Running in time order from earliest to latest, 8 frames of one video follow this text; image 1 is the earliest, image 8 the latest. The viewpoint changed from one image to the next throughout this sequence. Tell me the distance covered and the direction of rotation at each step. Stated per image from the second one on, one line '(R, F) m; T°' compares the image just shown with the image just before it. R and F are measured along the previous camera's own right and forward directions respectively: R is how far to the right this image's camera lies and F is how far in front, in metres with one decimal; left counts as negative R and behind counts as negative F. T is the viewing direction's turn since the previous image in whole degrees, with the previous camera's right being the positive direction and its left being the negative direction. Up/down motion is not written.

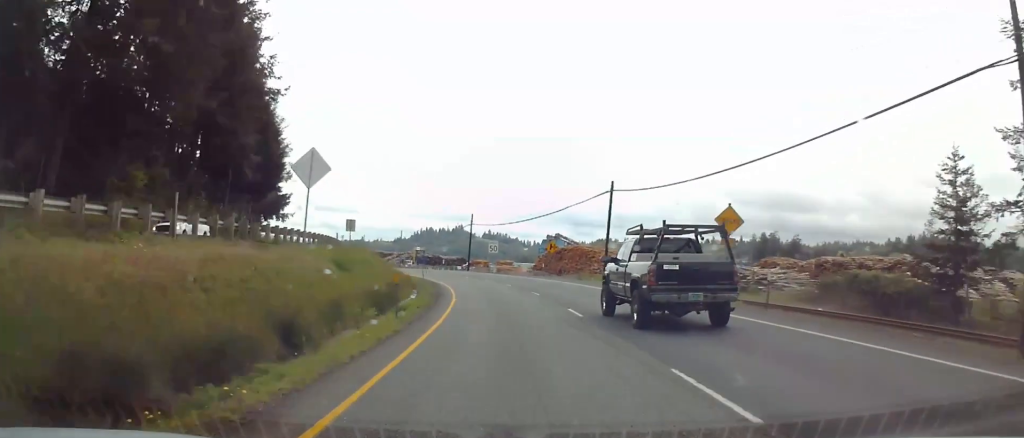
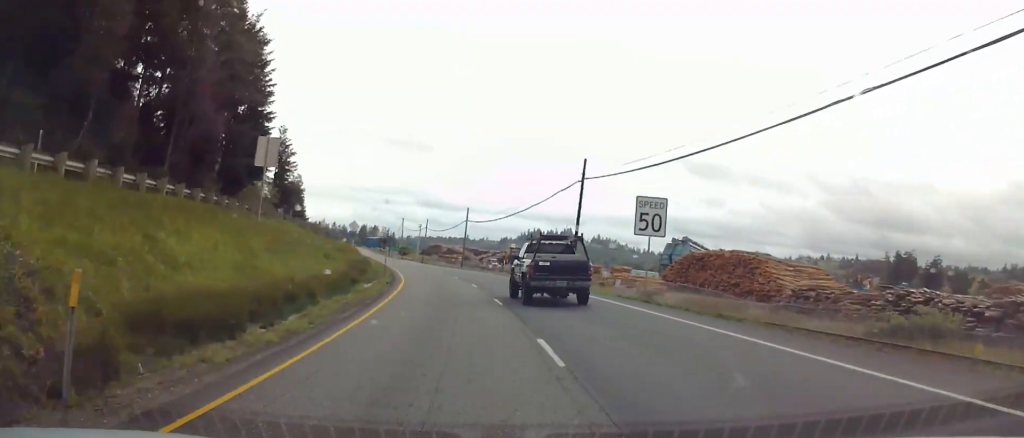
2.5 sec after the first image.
(-1.3, +57.2) m; -6°
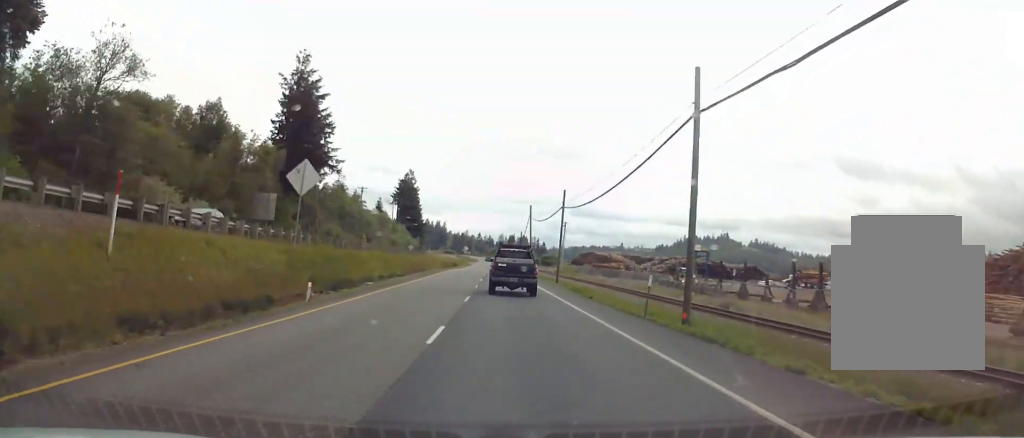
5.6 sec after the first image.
(-9.8, +69.4) m; -12°
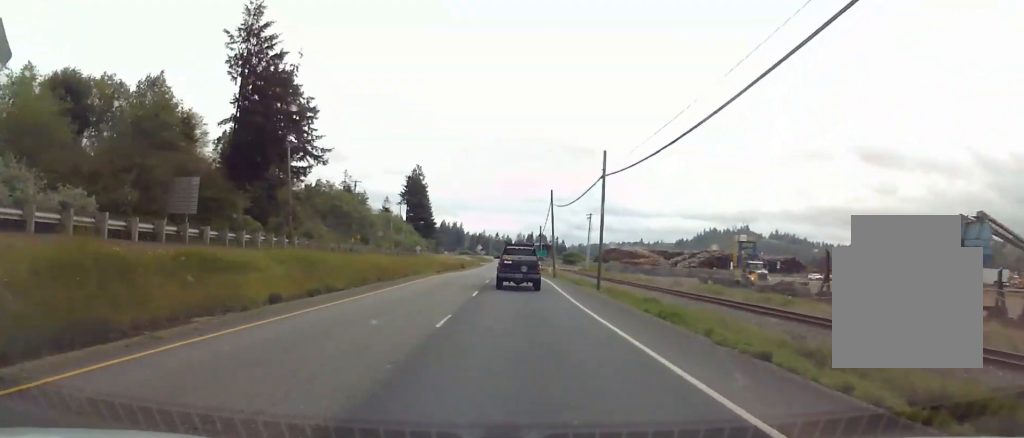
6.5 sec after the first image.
(-0.7, +21.6) m; -2°
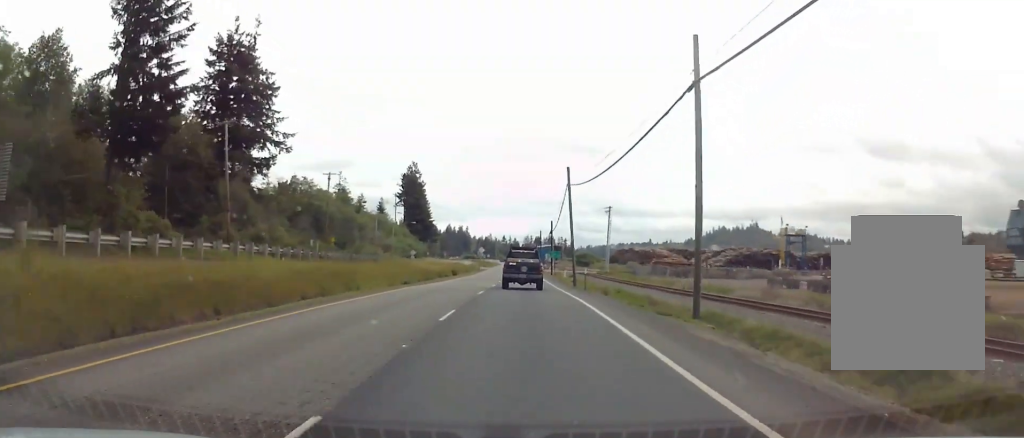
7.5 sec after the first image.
(-0.2, +23.3) m; 0°
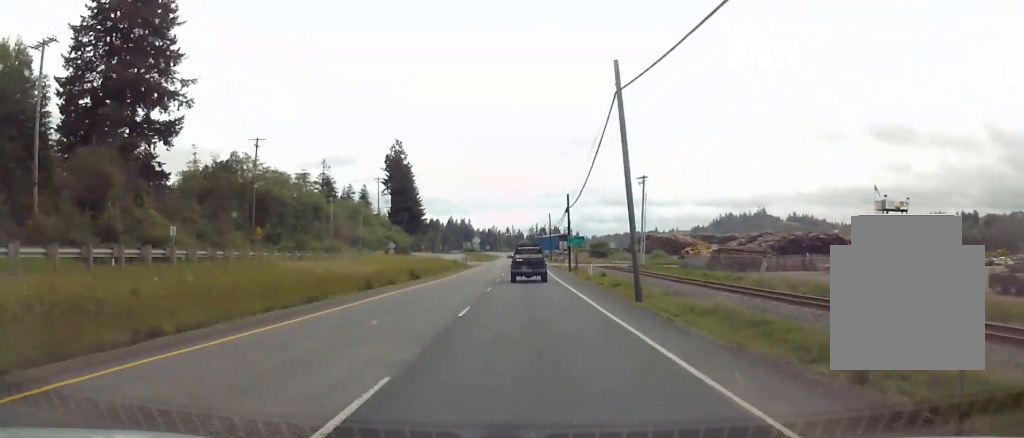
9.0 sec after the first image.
(-0.1, +34.2) m; 0°
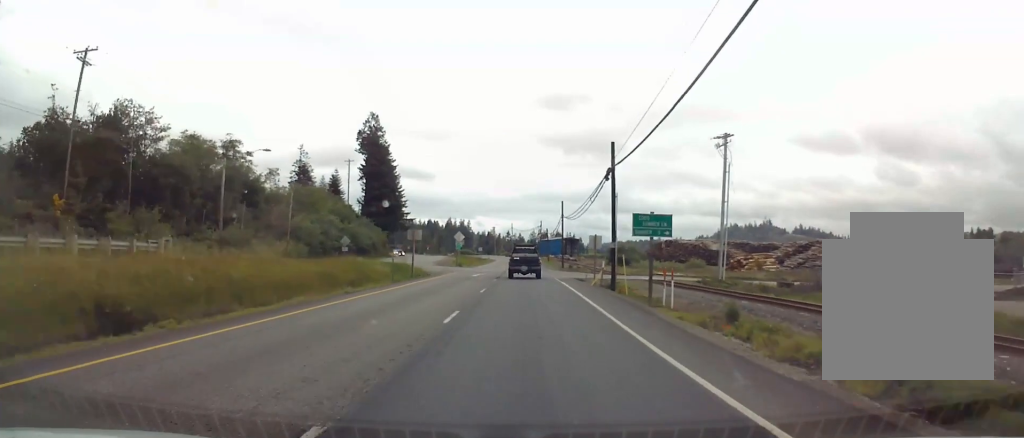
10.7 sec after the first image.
(+0.1, +39.0) m; 0°
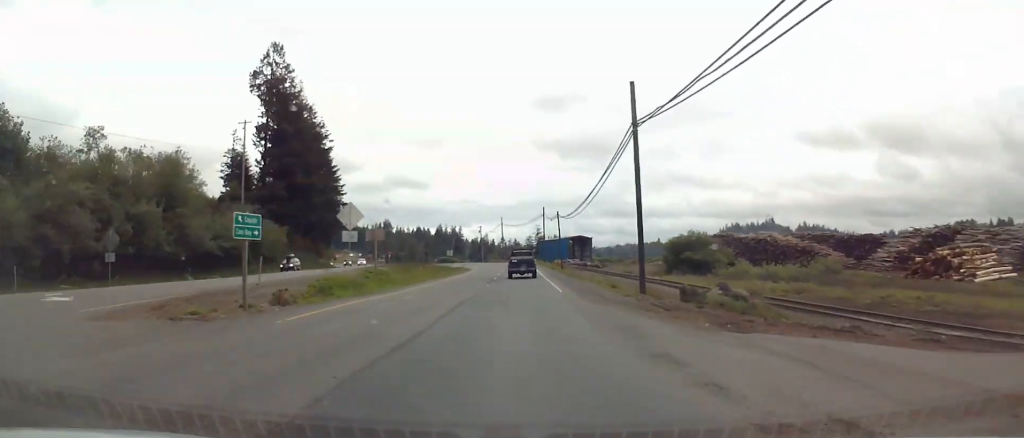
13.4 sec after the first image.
(-0.5, +63.7) m; -2°
